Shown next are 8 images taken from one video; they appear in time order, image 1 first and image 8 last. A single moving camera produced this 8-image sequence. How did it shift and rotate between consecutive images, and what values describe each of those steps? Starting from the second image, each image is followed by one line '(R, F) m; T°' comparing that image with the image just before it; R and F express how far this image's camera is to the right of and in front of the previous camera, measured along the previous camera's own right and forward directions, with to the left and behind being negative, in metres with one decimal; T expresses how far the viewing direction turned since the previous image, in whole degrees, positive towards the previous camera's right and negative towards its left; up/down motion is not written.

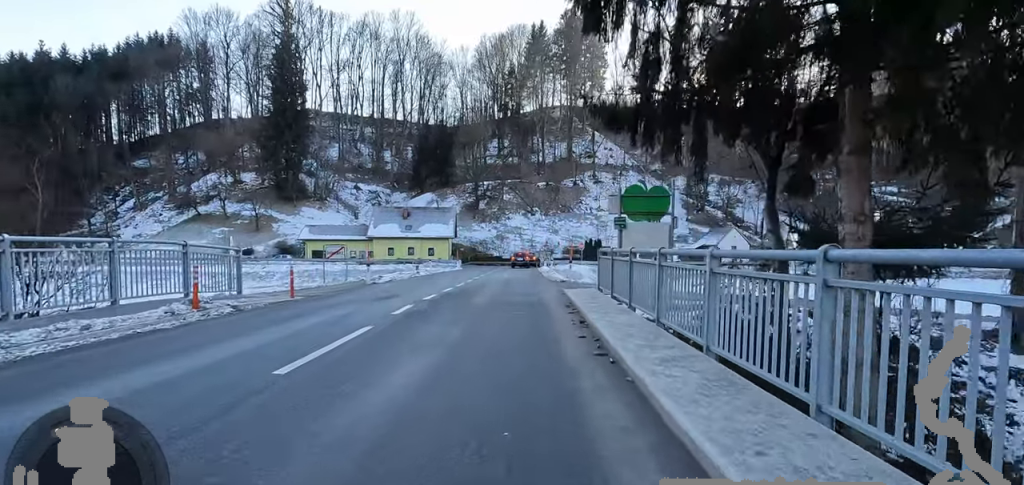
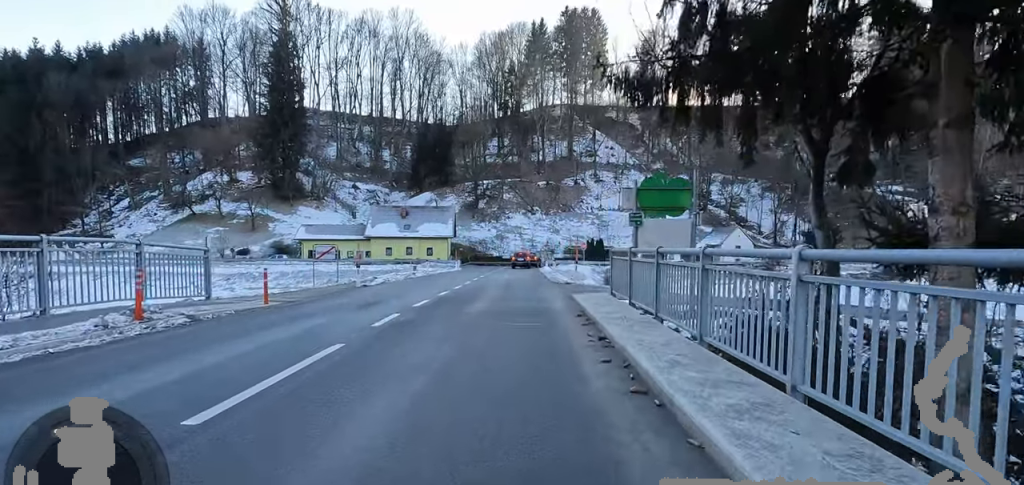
(-0.3, +1.4) m; -1°
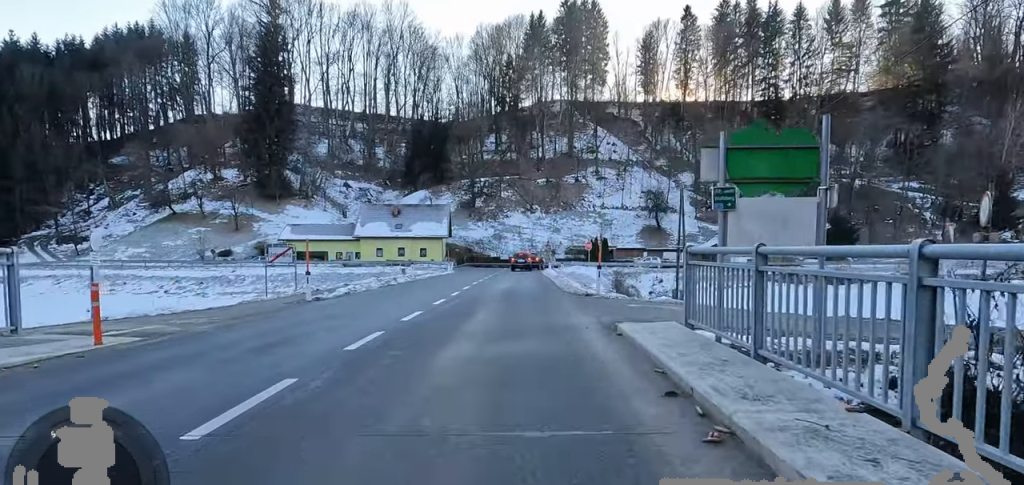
(+0.4, +4.6) m; 0°
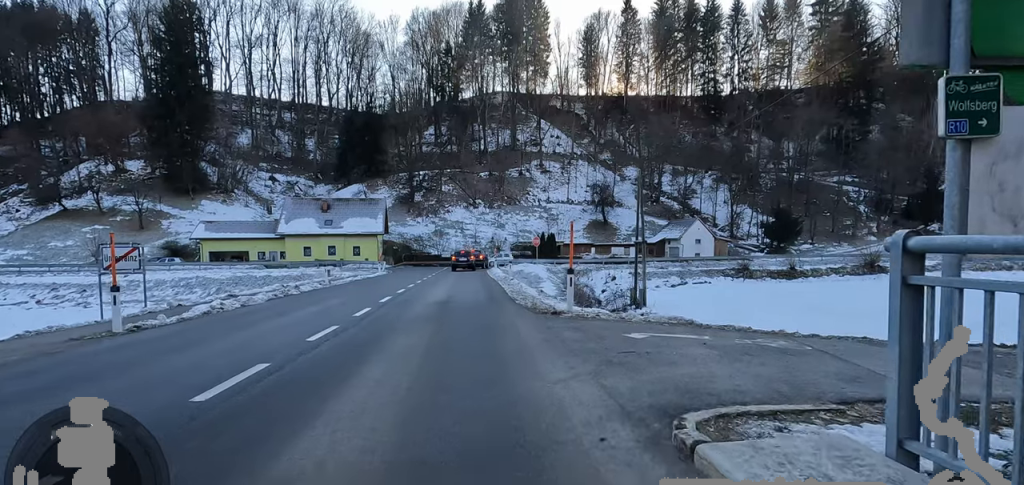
(0.0, +4.7) m; +9°
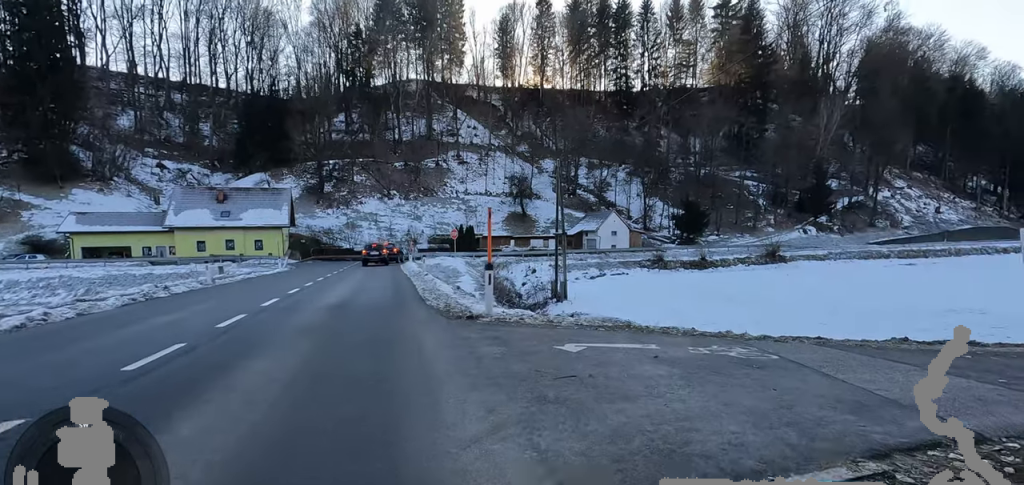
(+0.1, +1.8) m; +9°
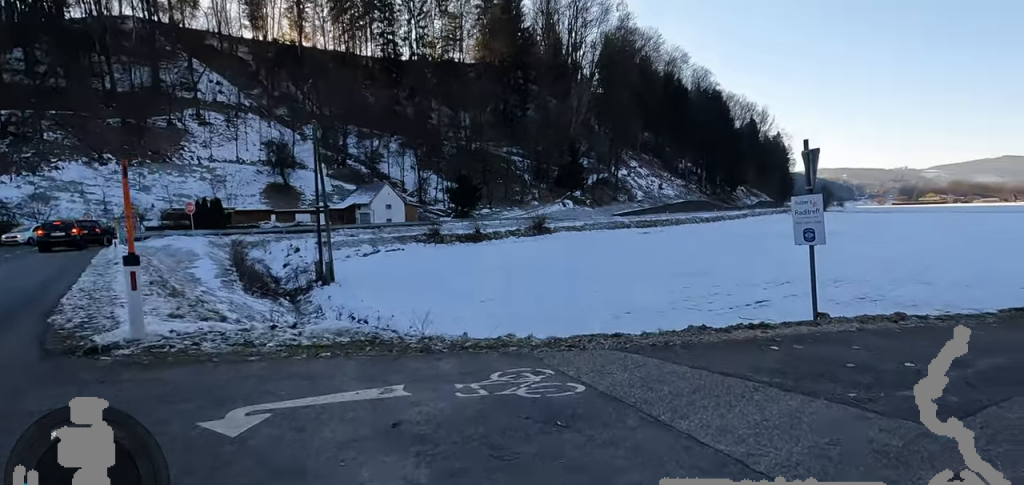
(0.0, +3.0) m; +20°
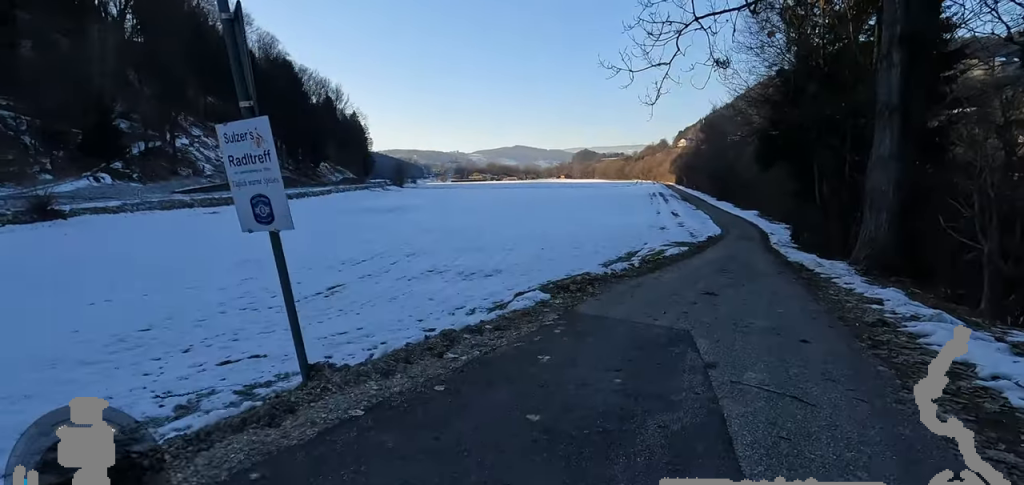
(+2.4, +4.5) m; +47°
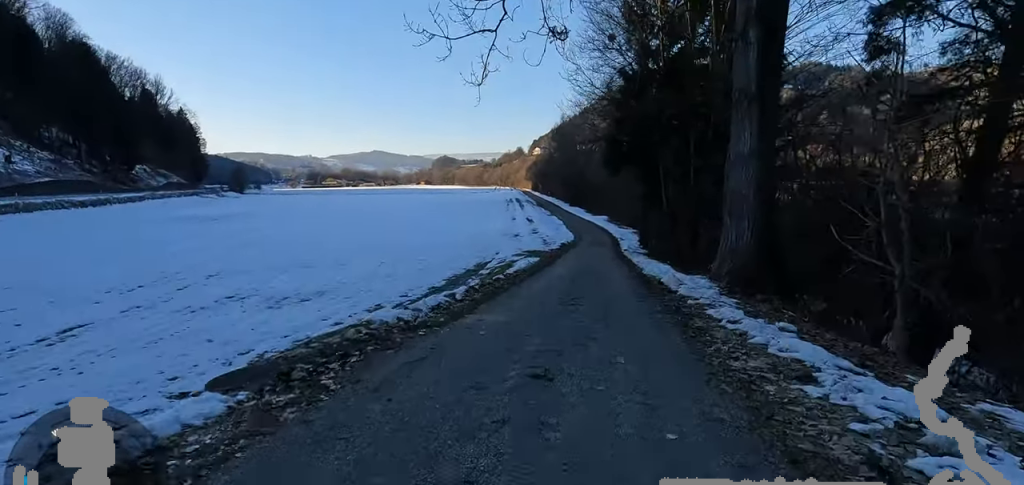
(+1.1, +3.6) m; +22°
